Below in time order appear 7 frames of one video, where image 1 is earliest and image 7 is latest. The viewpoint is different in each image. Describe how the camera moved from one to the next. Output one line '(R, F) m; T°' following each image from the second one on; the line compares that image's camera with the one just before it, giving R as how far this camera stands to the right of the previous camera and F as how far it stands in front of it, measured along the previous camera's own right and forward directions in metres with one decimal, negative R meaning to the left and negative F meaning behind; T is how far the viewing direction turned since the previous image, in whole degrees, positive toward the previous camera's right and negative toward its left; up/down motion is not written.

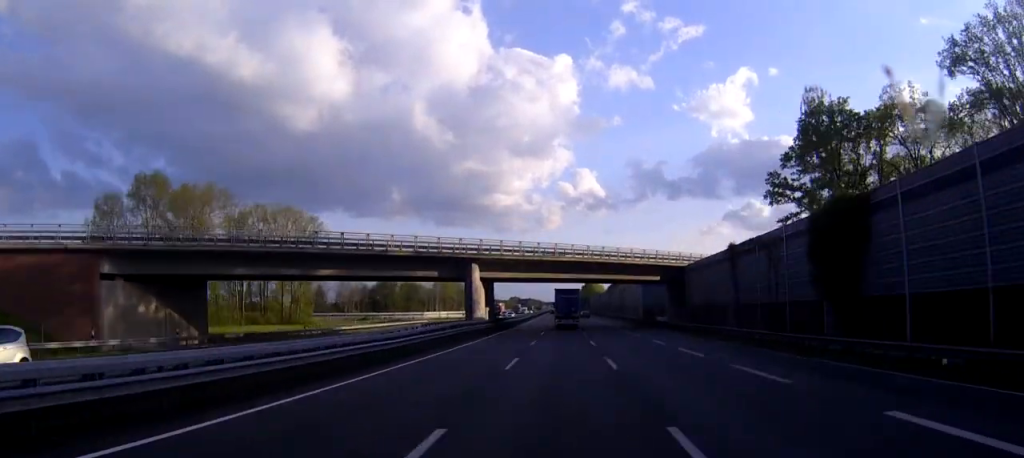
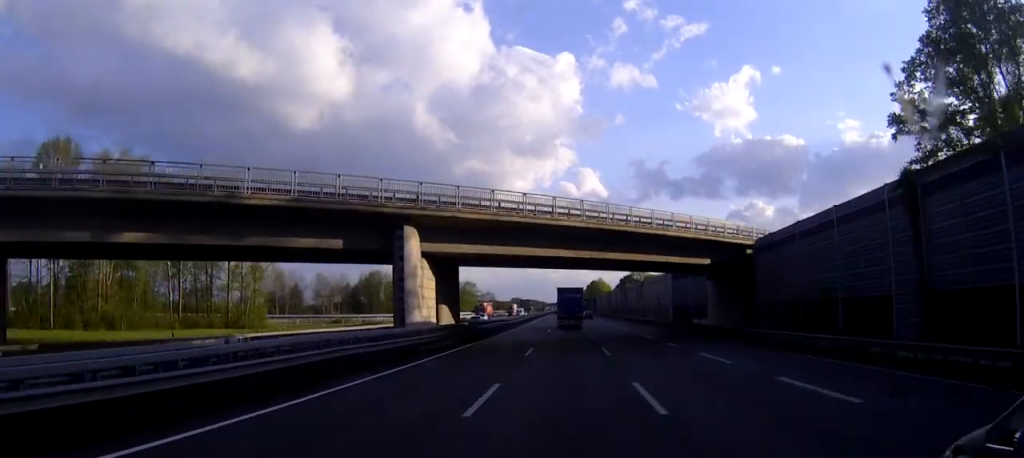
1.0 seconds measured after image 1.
(0.0, +28.5) m; 0°
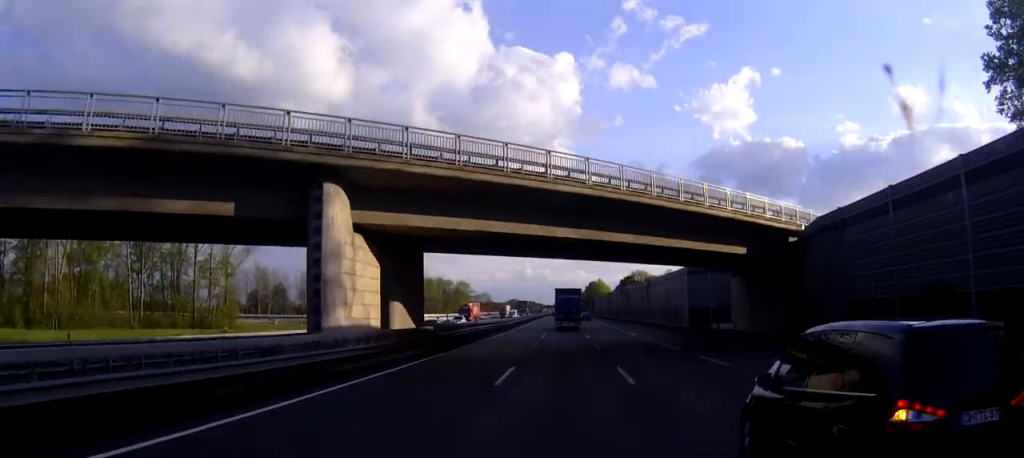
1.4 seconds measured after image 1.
(0.0, +12.3) m; 0°
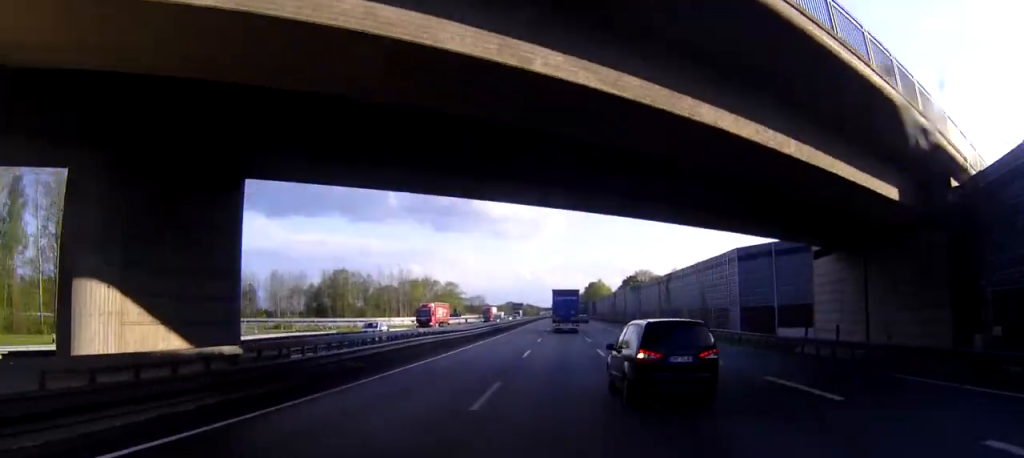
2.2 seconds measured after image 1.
(0.0, +22.6) m; 0°
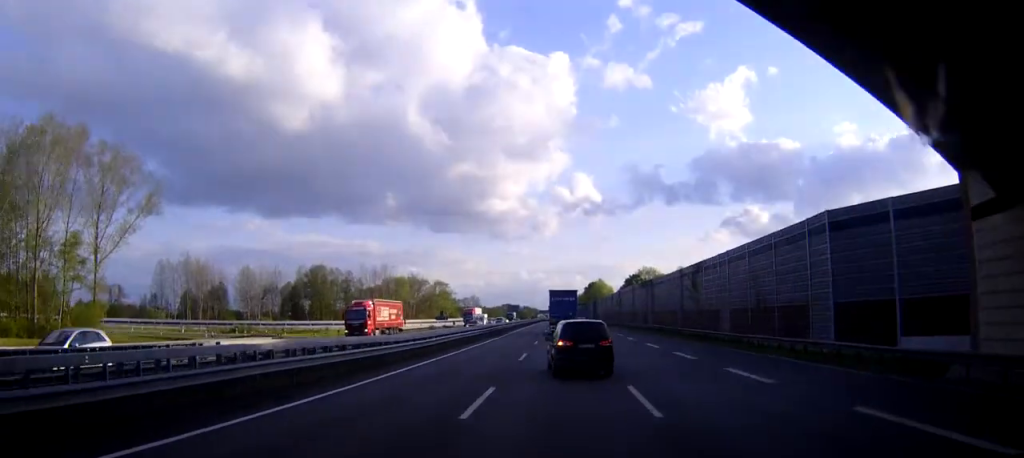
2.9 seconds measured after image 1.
(0.0, +18.9) m; 0°
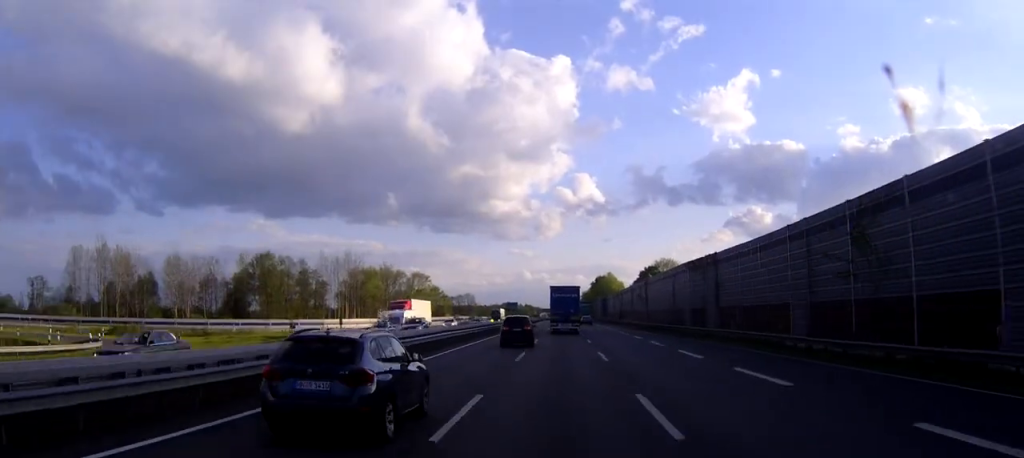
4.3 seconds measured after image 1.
(0.0, +38.6) m; 0°
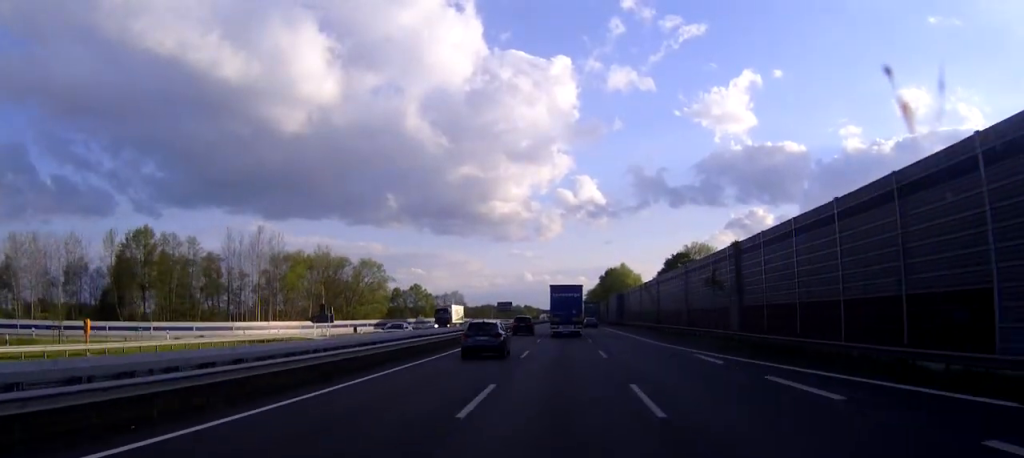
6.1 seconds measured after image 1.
(0.0, +51.3) m; 0°
